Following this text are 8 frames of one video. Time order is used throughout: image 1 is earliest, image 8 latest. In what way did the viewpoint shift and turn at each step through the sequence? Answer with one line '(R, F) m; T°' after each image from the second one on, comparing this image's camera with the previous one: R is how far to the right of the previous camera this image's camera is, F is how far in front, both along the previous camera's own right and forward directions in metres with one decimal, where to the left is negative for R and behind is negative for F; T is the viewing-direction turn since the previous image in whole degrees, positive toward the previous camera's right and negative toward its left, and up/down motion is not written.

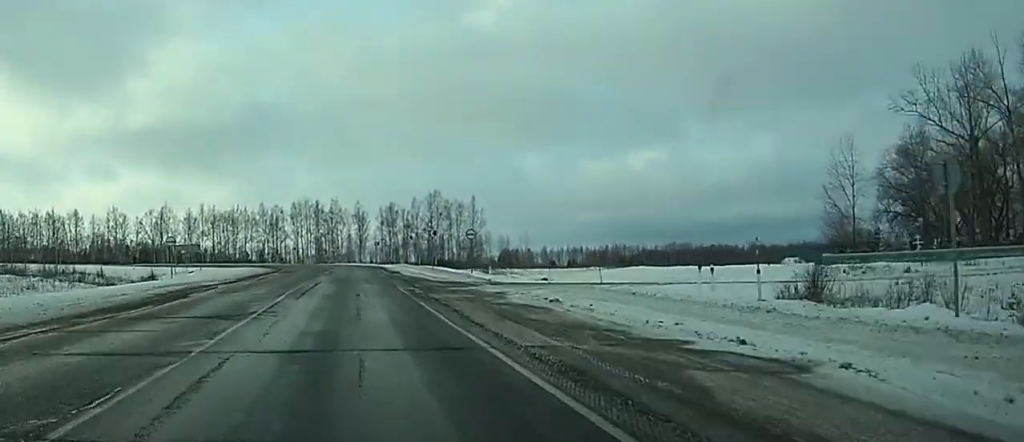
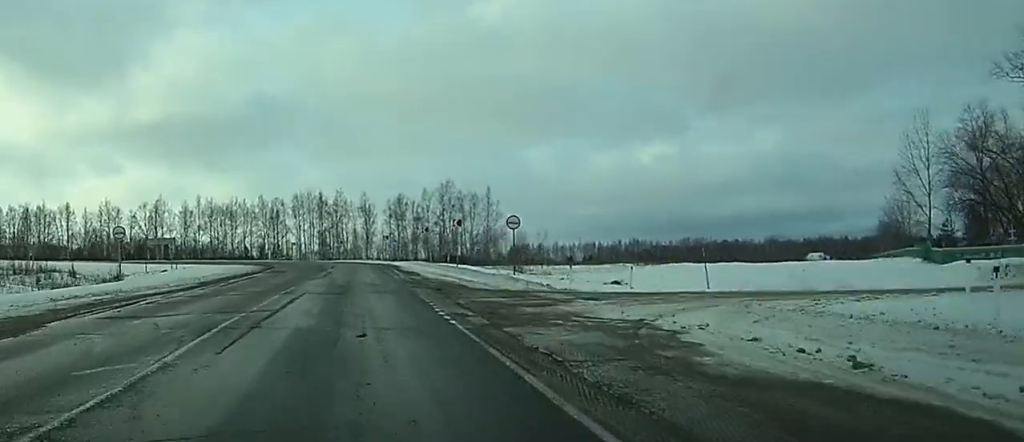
(0.0, +13.7) m; 0°
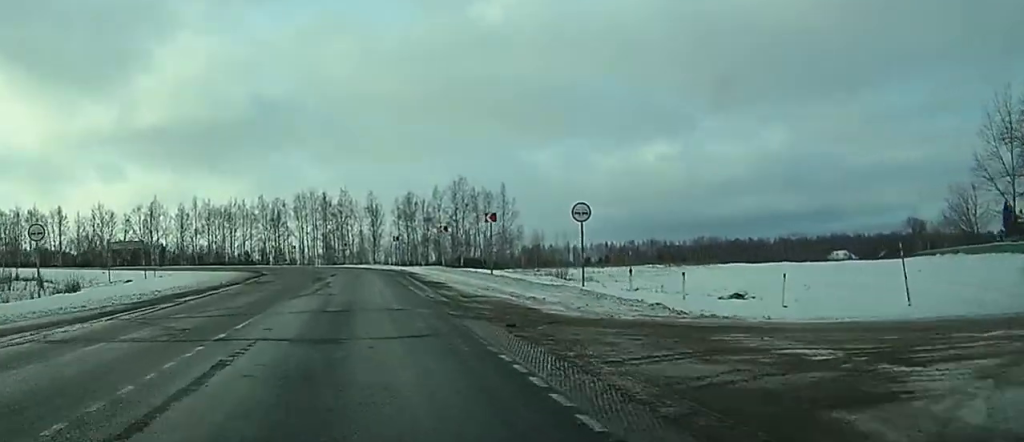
(0.0, +12.2) m; 0°
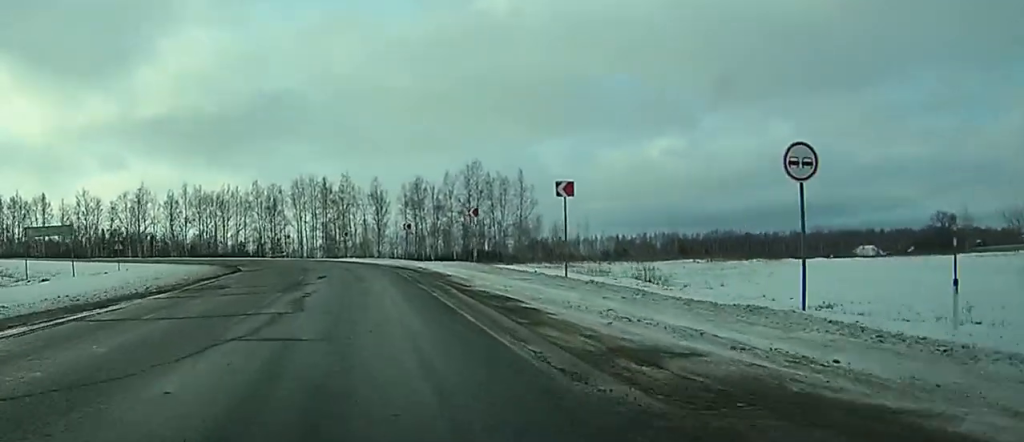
(-0.1, +15.2) m; -1°
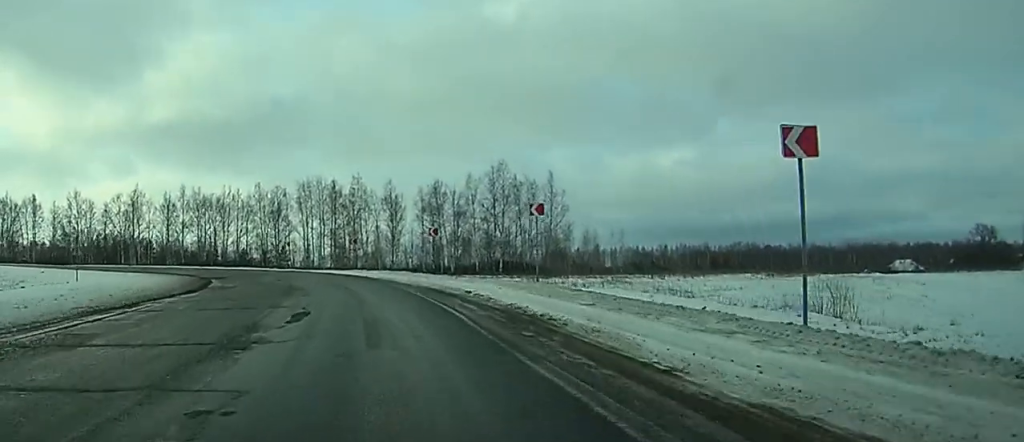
(-0.2, +14.6) m; -2°
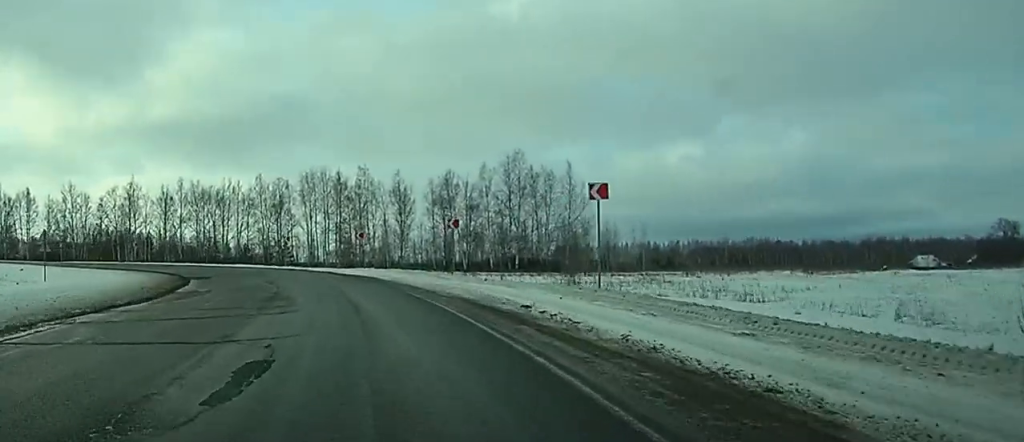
(0.0, +8.1) m; -1°
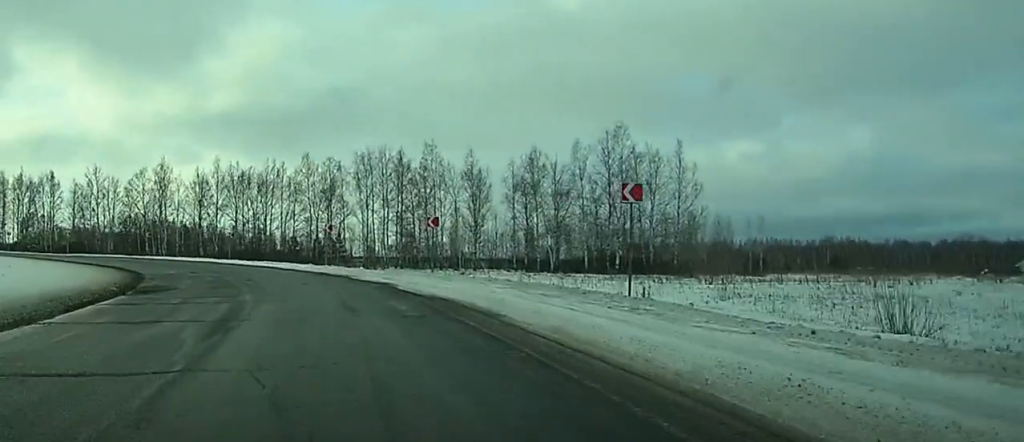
(-0.7, +23.1) m; -2°
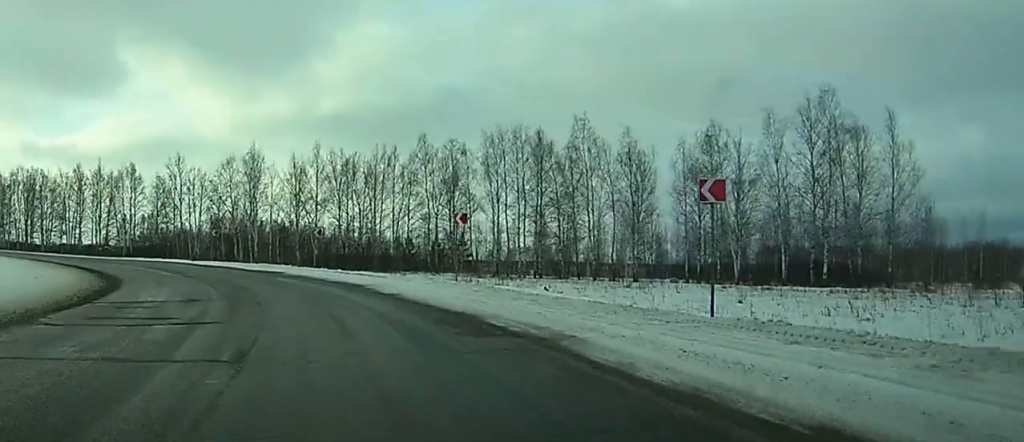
(-0.4, +24.3) m; -5°
